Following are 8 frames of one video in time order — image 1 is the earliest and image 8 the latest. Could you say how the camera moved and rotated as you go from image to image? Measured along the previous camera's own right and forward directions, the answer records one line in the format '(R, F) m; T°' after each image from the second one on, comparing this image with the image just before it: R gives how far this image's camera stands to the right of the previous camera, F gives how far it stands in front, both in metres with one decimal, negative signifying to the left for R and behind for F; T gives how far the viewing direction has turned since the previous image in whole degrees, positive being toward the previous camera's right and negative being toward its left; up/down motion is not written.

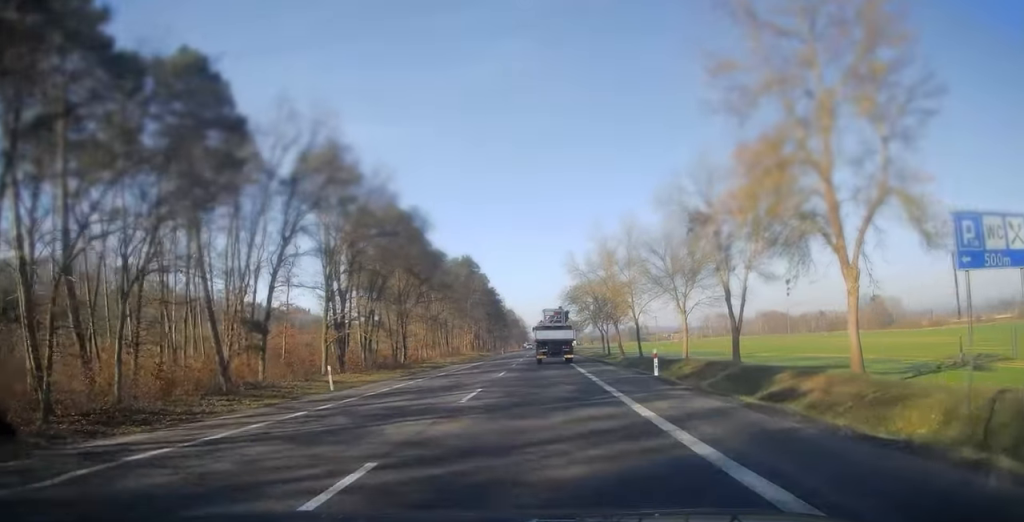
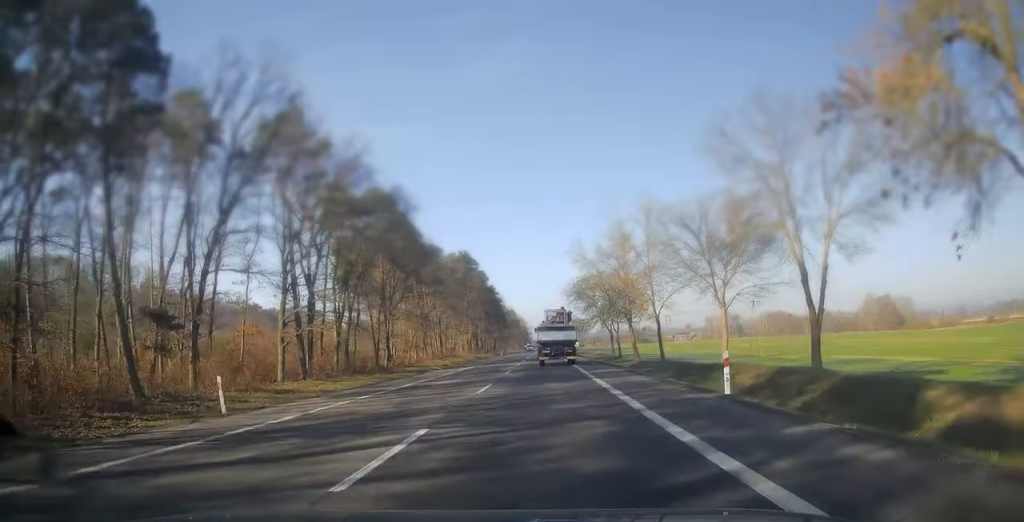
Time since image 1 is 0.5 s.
(-0.2, +9.2) m; 0°
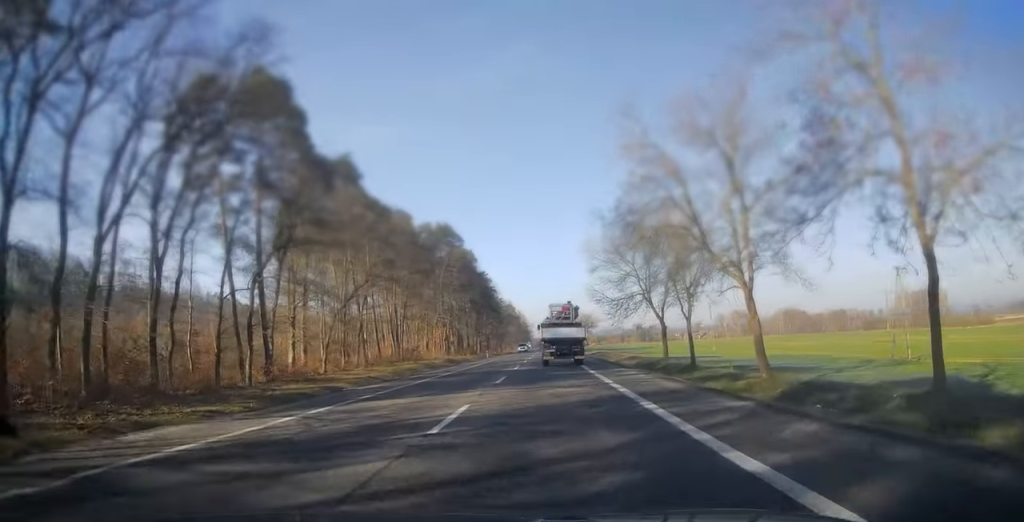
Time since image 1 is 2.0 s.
(+0.5, +34.0) m; +1°
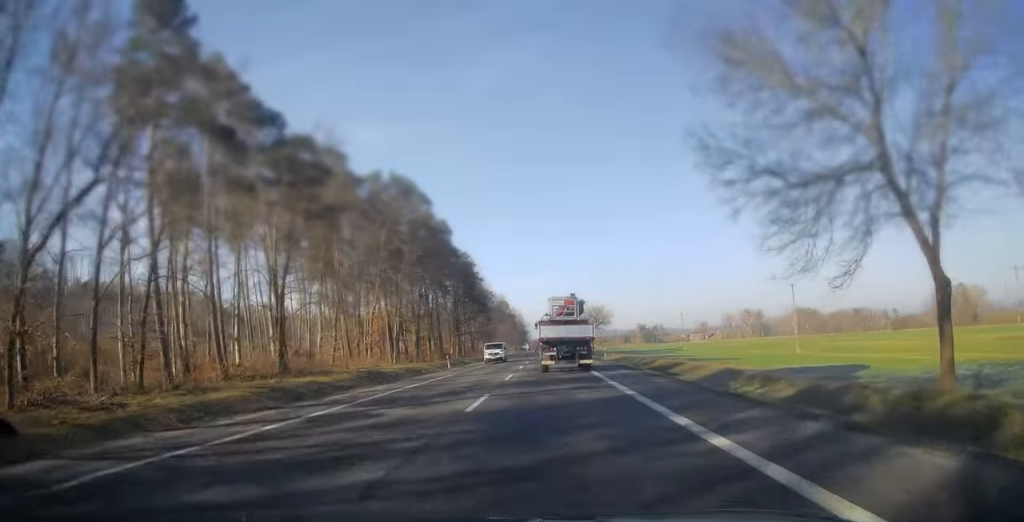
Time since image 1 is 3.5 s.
(-0.4, +34.1) m; -1°
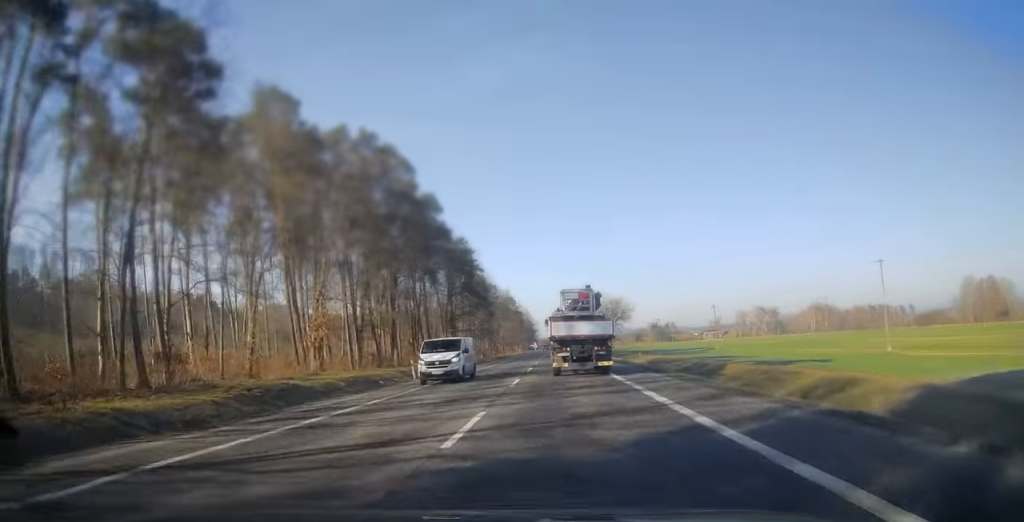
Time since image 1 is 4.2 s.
(0.0, +17.1) m; 0°
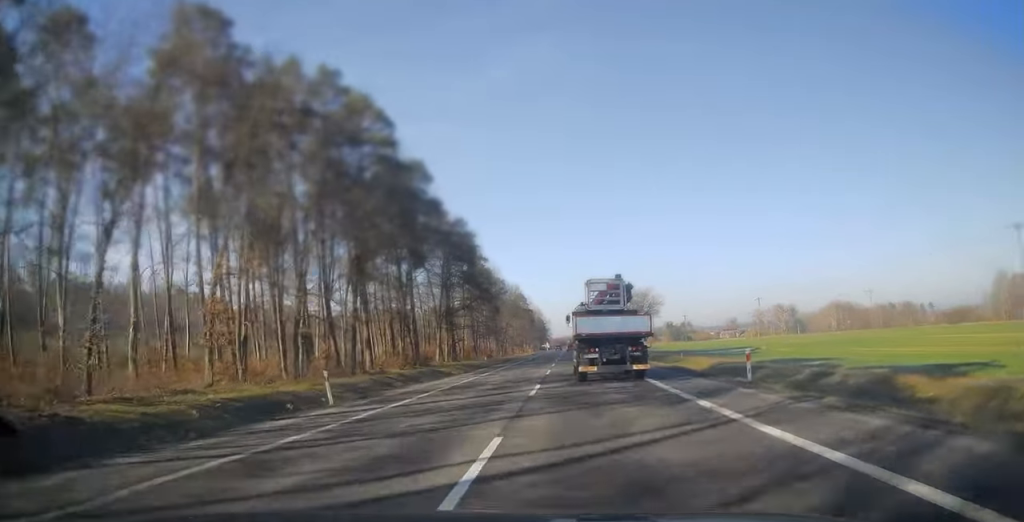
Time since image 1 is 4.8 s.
(0.0, +15.8) m; 0°
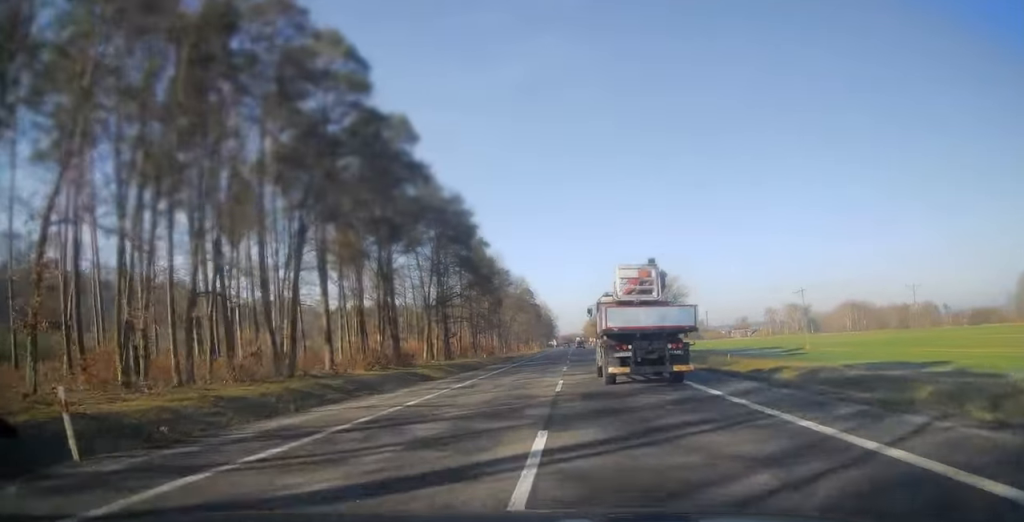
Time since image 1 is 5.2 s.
(0.0, +12.3) m; 0°
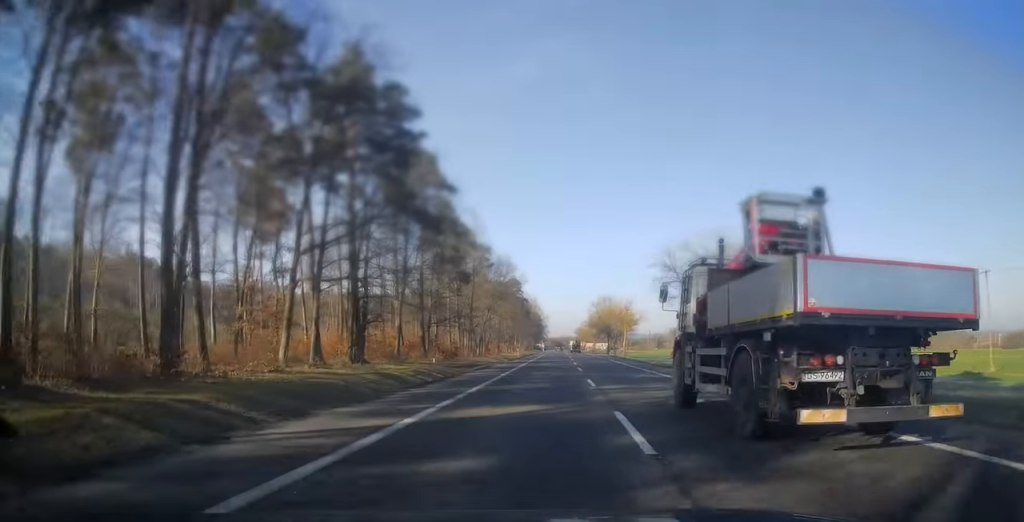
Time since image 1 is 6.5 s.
(-0.3, +33.6) m; +1°
